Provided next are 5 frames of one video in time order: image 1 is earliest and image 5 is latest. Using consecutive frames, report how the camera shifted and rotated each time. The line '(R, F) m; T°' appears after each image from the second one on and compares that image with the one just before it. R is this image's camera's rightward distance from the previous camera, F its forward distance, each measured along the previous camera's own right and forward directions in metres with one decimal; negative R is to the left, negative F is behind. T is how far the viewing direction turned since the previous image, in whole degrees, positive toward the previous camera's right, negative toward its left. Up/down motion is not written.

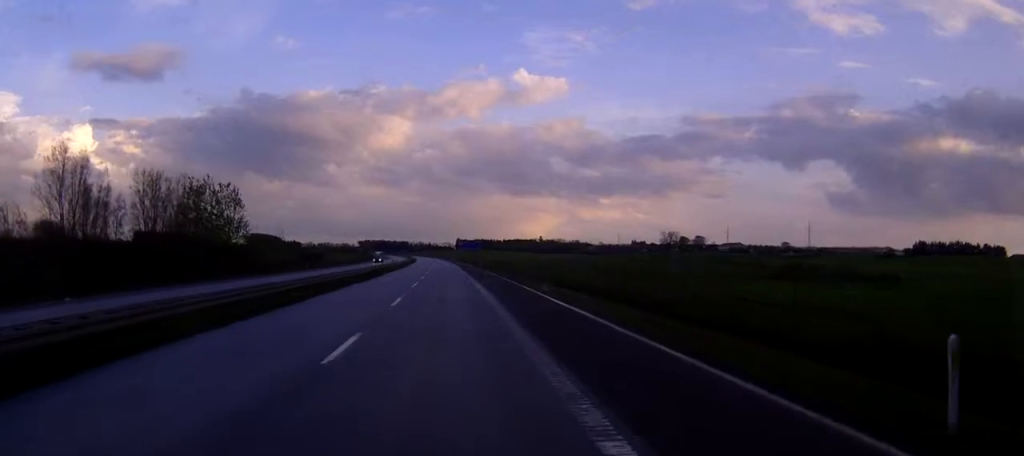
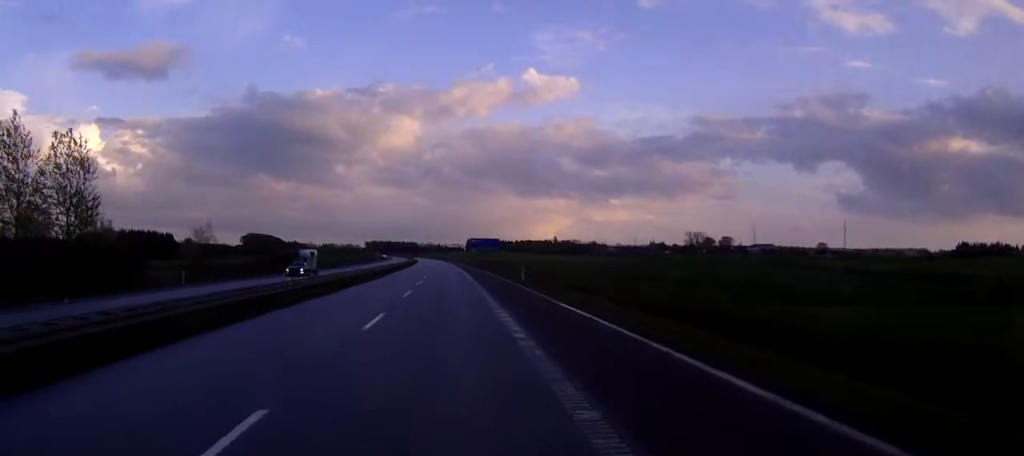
(-0.3, +53.4) m; -1°
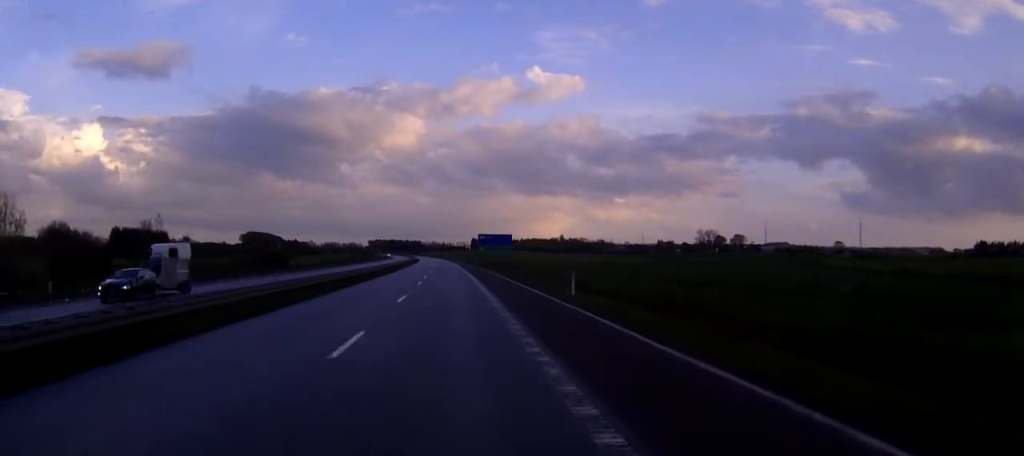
(-0.1, +21.2) m; 0°
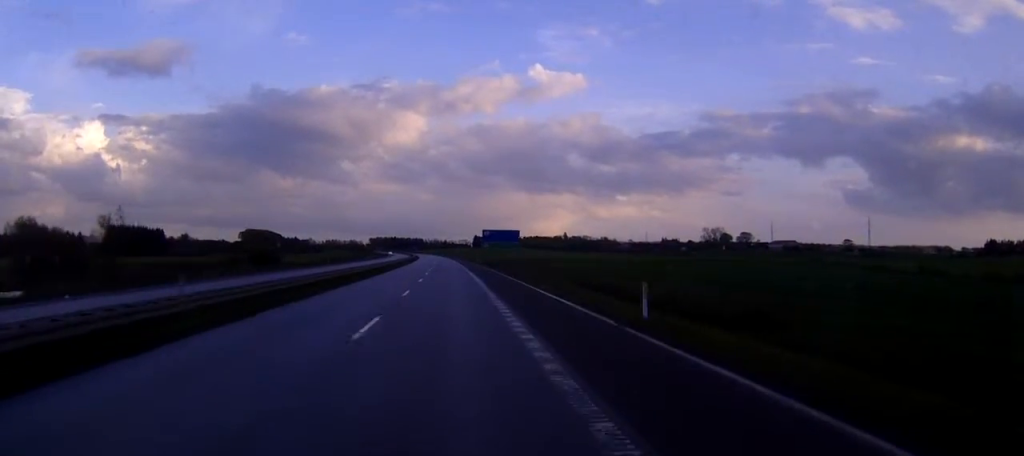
(0.0, +11.9) m; 0°
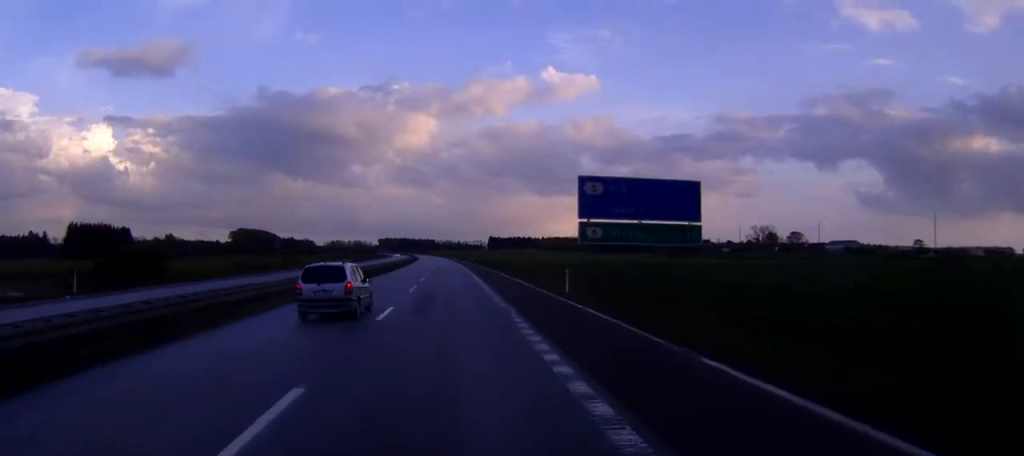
(-0.5, +85.7) m; -1°
